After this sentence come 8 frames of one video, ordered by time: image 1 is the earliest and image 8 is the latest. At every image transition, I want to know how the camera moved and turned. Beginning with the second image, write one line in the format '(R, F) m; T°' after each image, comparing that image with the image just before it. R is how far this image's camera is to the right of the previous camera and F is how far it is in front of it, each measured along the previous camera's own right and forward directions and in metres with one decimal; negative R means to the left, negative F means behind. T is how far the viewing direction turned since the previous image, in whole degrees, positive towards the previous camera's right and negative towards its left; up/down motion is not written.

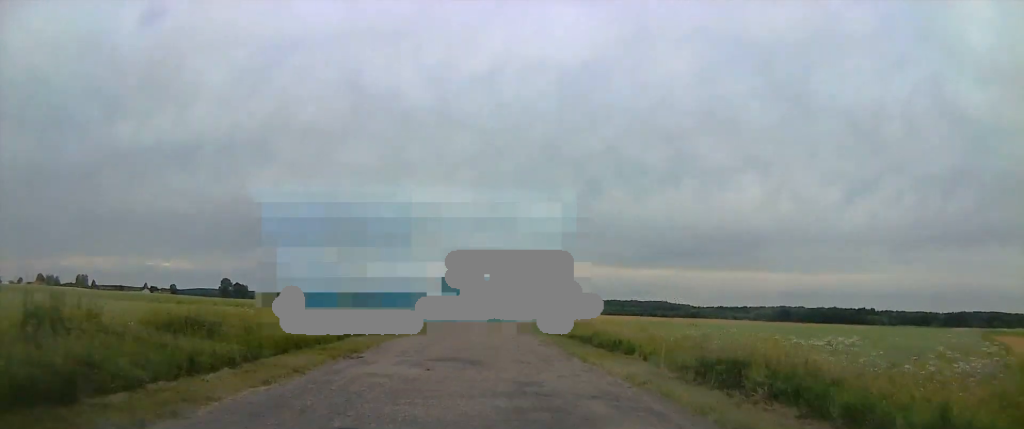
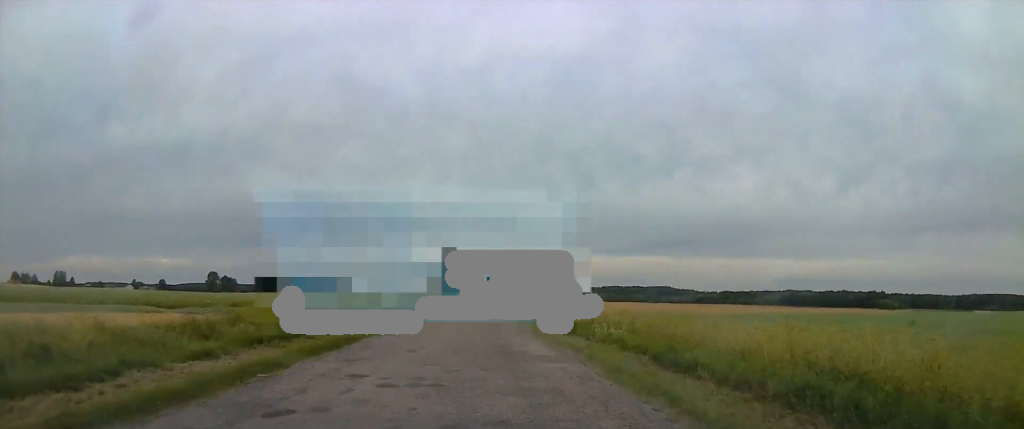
(0.0, +37.3) m; 0°
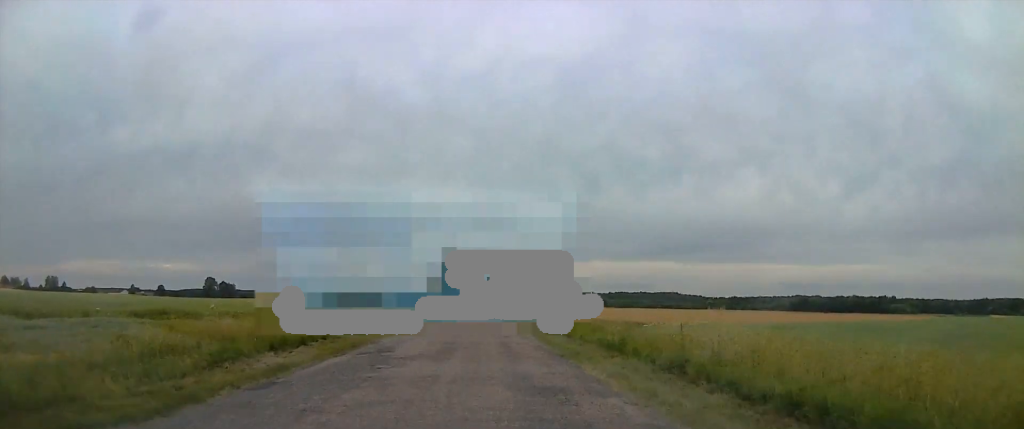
(0.0, +20.7) m; 0°
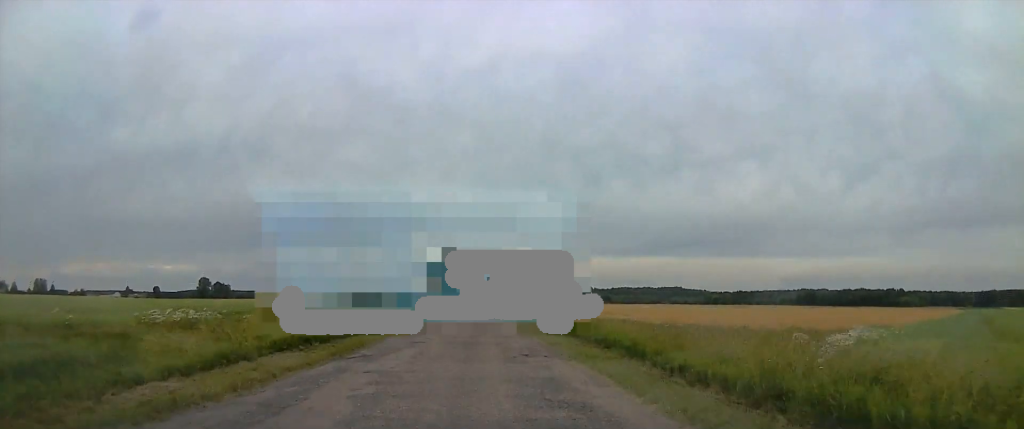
(0.0, +20.7) m; 0°
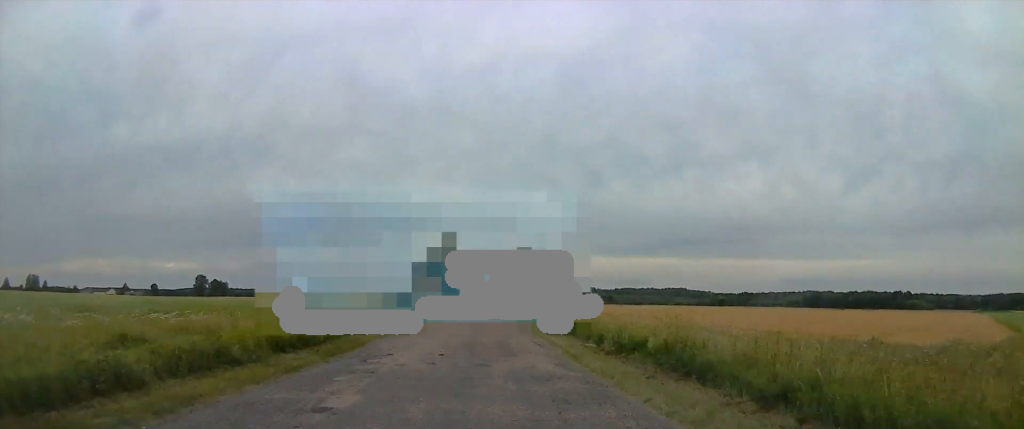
(0.0, +15.3) m; 0°
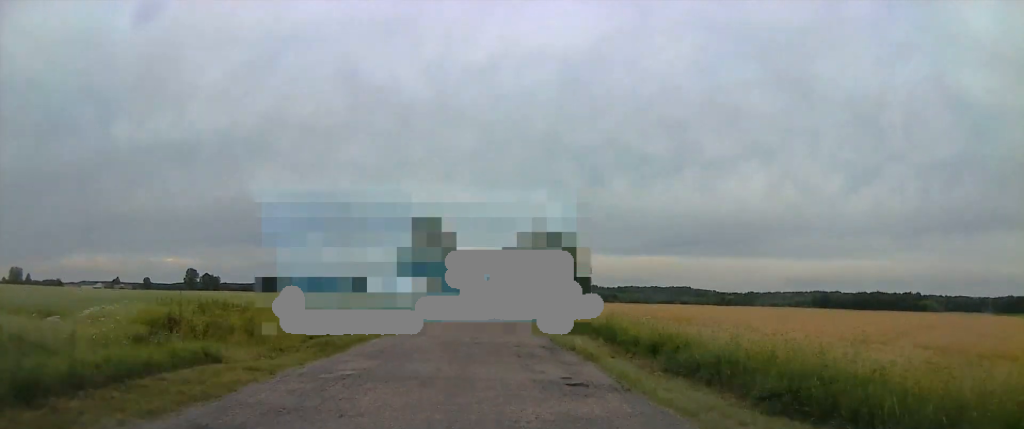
(0.0, +27.5) m; 0°
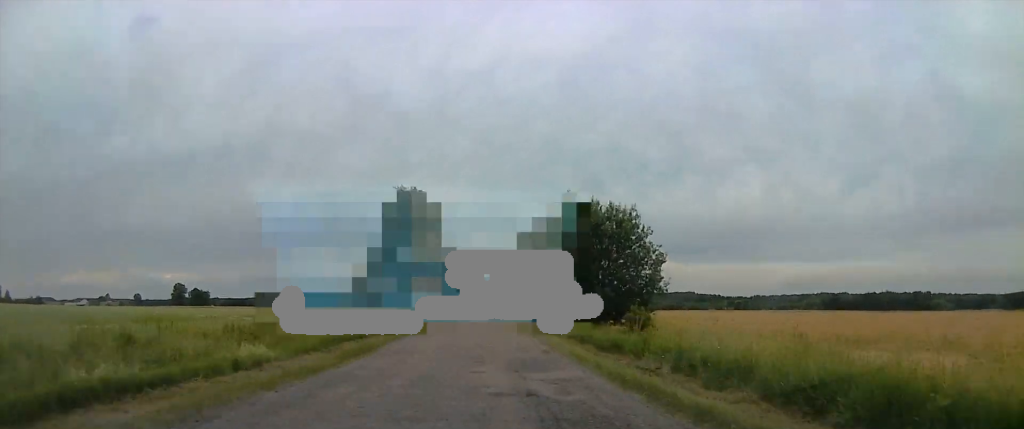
(0.0, +30.1) m; 0°
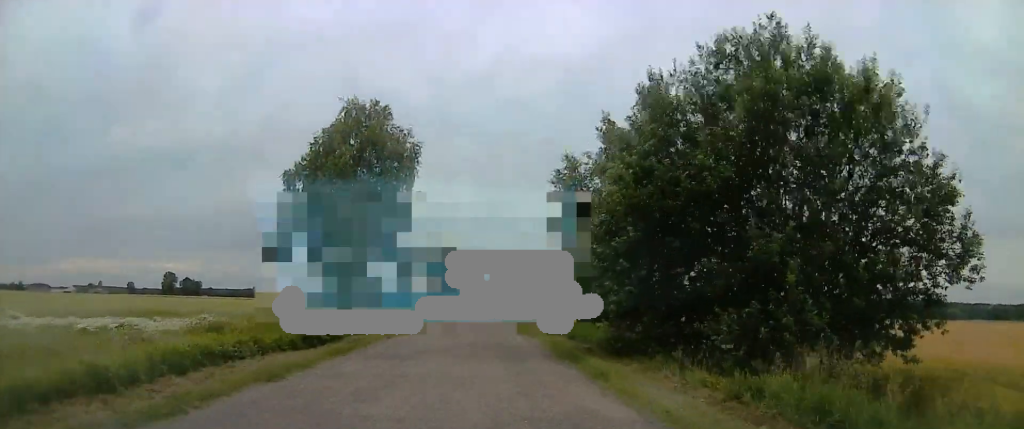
(-0.3, +28.7) m; 0°
